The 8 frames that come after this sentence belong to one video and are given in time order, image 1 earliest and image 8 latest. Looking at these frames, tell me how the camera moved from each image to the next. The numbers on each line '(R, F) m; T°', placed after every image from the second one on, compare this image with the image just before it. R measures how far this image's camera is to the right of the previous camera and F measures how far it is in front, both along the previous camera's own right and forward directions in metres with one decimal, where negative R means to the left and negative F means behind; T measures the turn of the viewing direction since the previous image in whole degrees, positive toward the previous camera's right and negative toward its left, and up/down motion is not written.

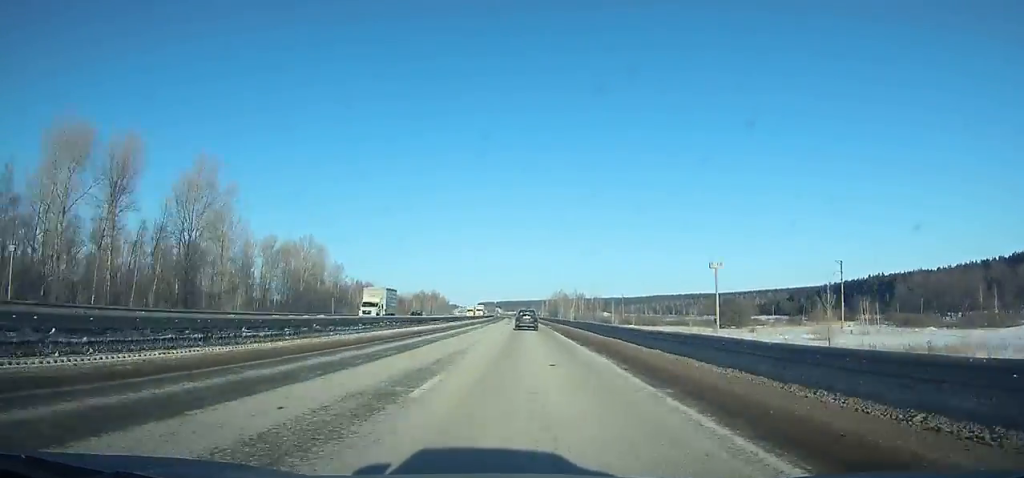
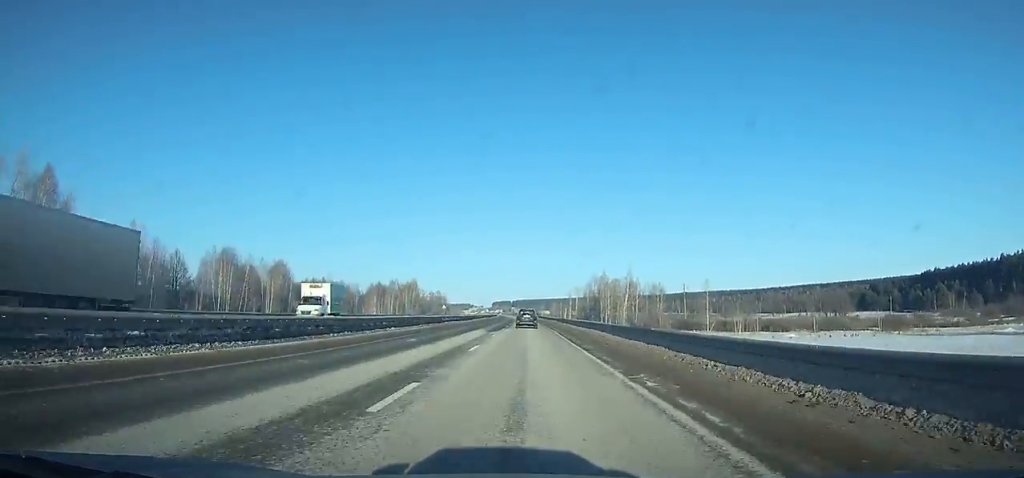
(-1.5, +121.8) m; -2°
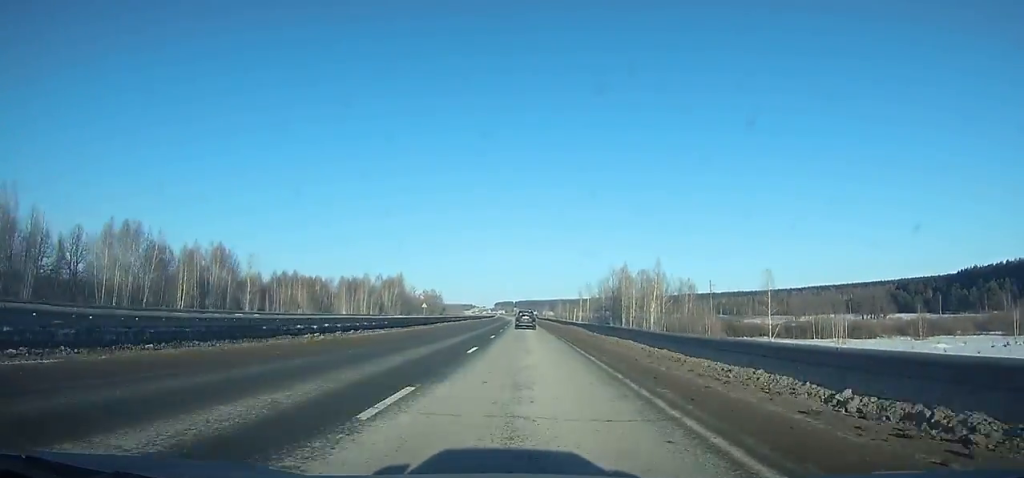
(-0.1, +36.5) m; 0°
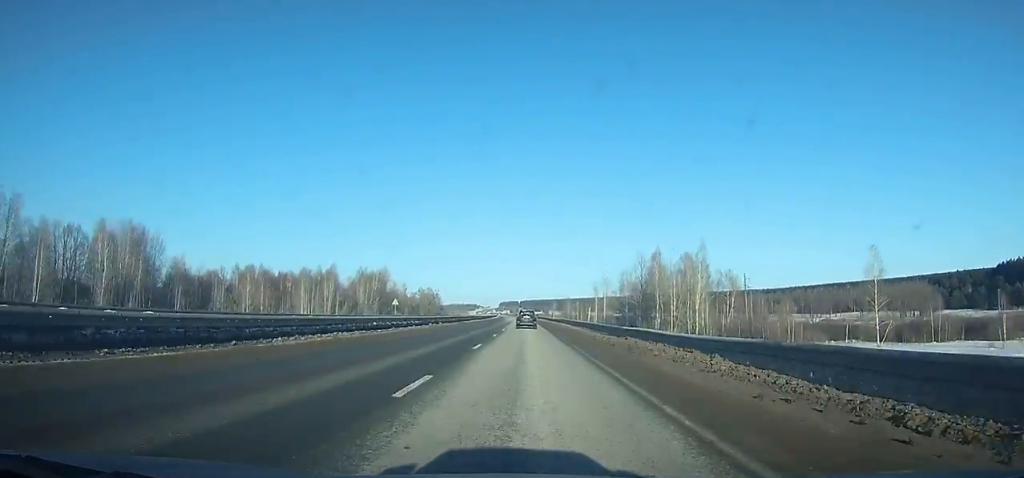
(-0.2, +34.1) m; 0°
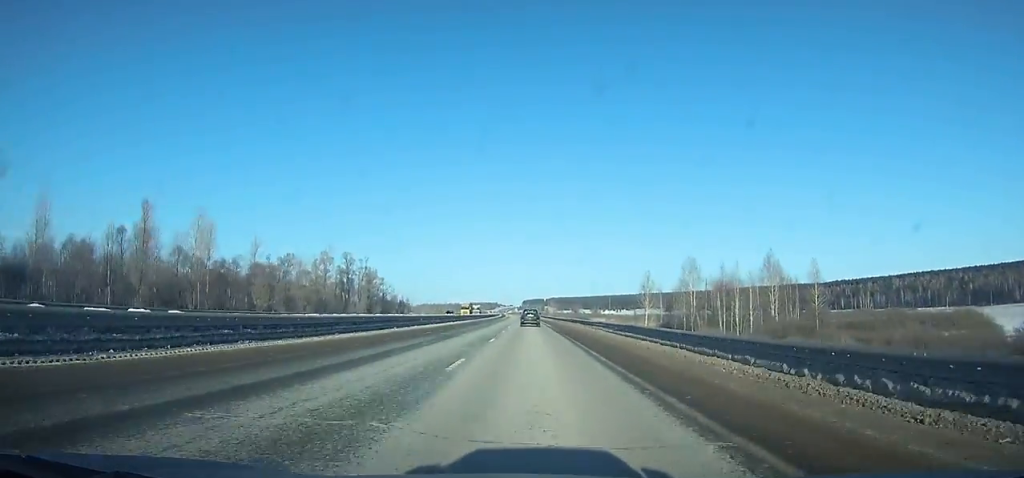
(-3.8, +199.1) m; -2°
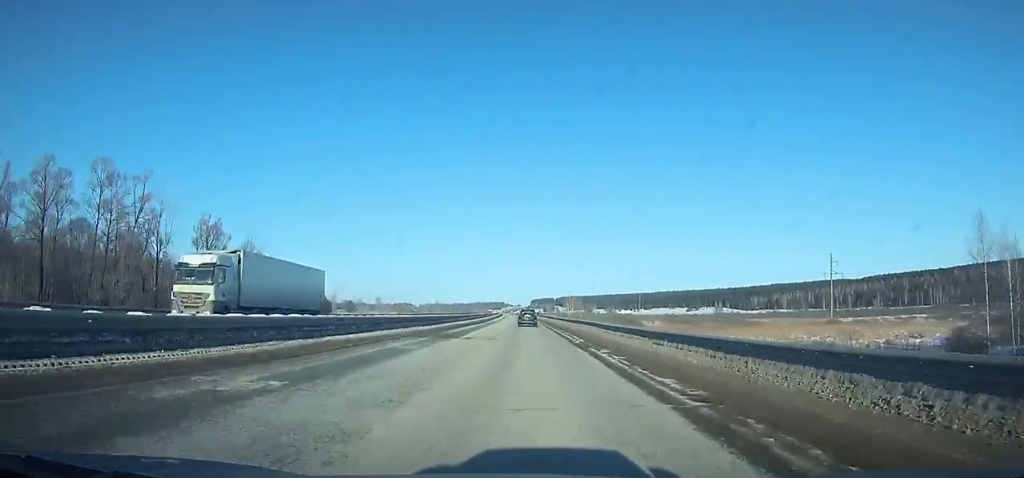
(-1.0, +102.5) m; -1°
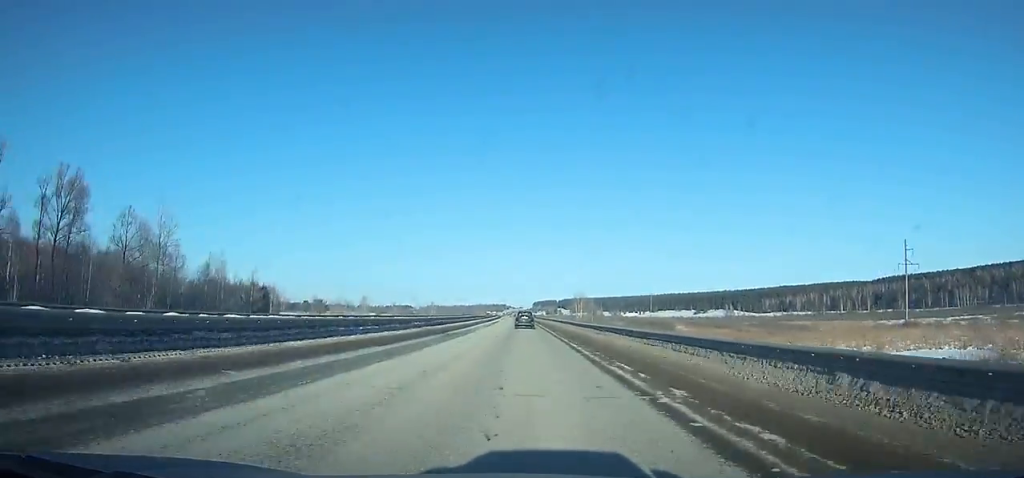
(-0.1, +32.5) m; 0°
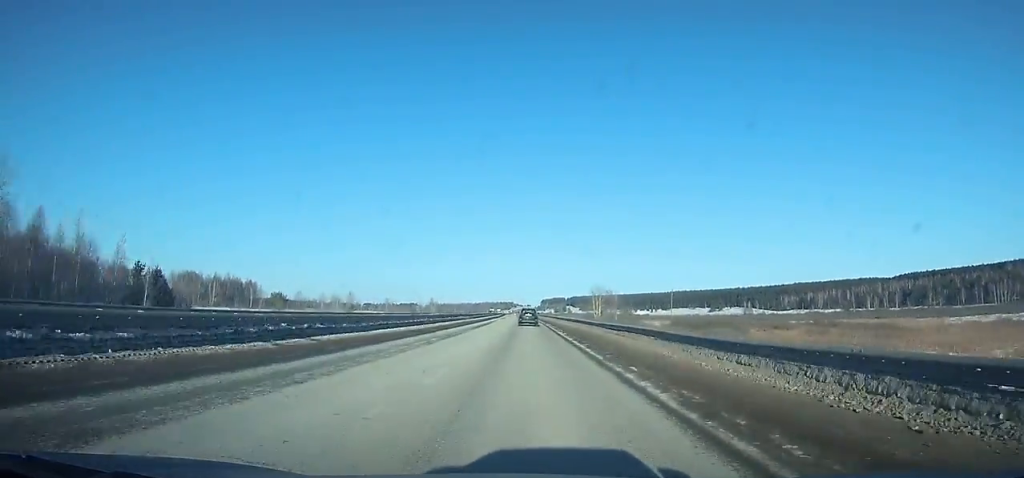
(-0.1, +35.3) m; 0°
